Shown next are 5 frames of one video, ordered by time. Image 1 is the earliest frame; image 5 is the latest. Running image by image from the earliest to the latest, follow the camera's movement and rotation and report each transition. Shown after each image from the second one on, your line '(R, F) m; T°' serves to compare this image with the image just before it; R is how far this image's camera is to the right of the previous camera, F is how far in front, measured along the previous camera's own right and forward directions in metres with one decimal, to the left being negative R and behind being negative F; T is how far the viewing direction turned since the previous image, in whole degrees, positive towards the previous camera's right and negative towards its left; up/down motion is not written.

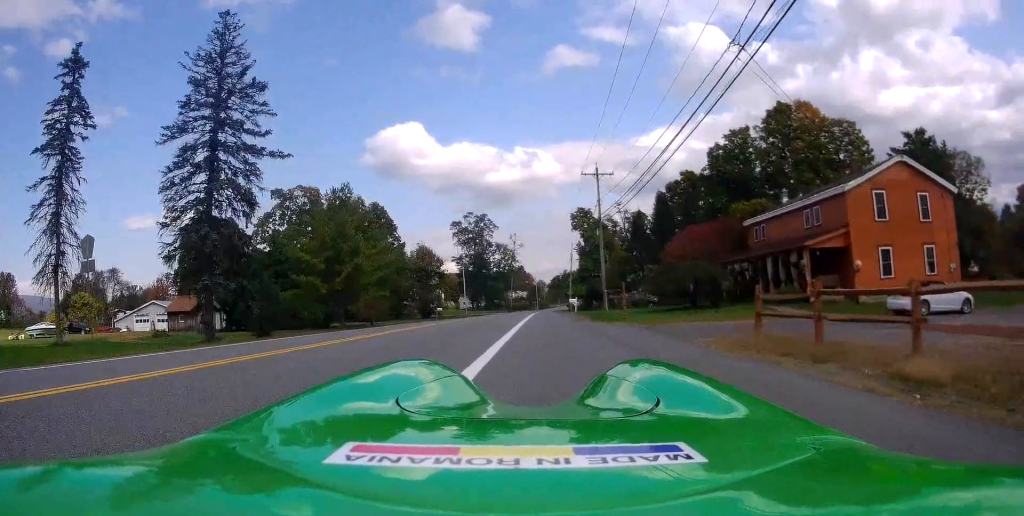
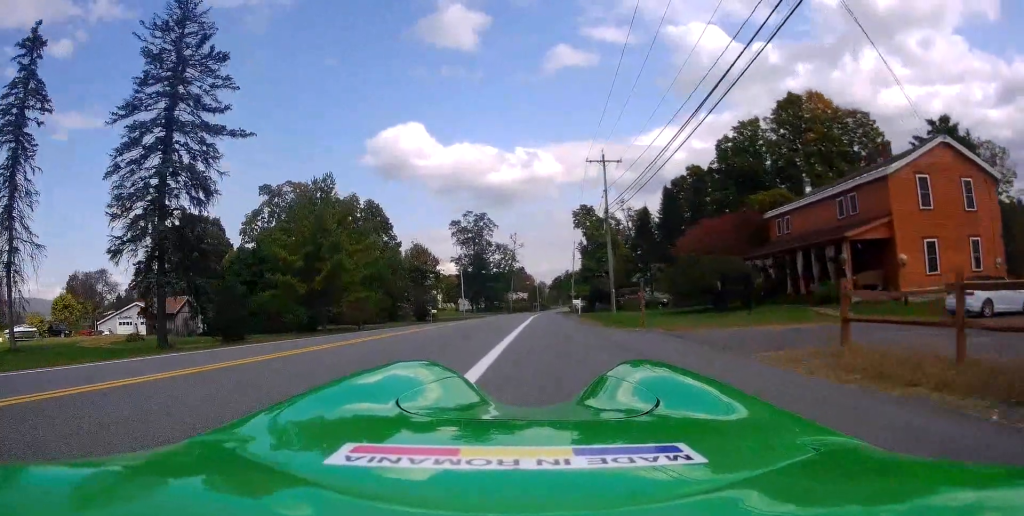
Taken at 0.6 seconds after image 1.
(+0.2, +4.1) m; +1°
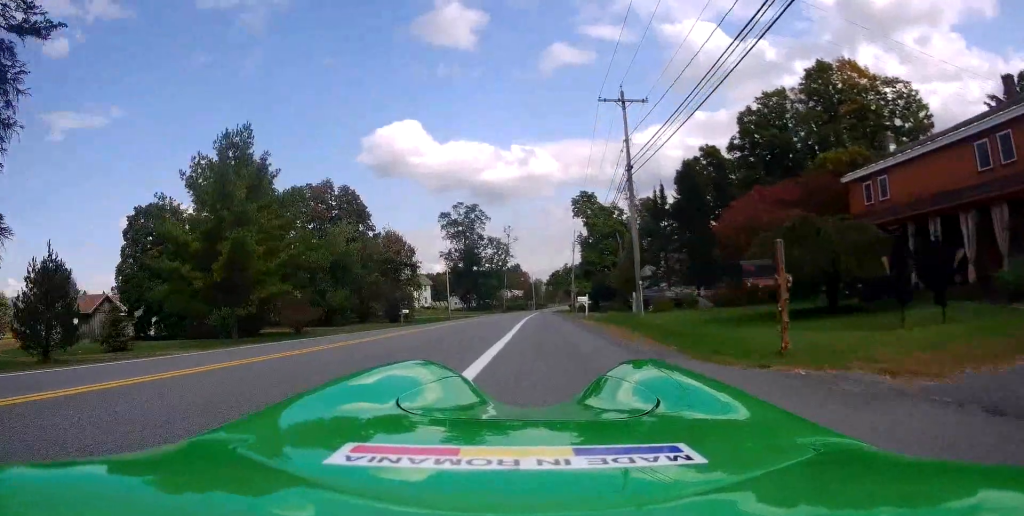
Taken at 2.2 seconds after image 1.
(0.0, +11.5) m; -1°
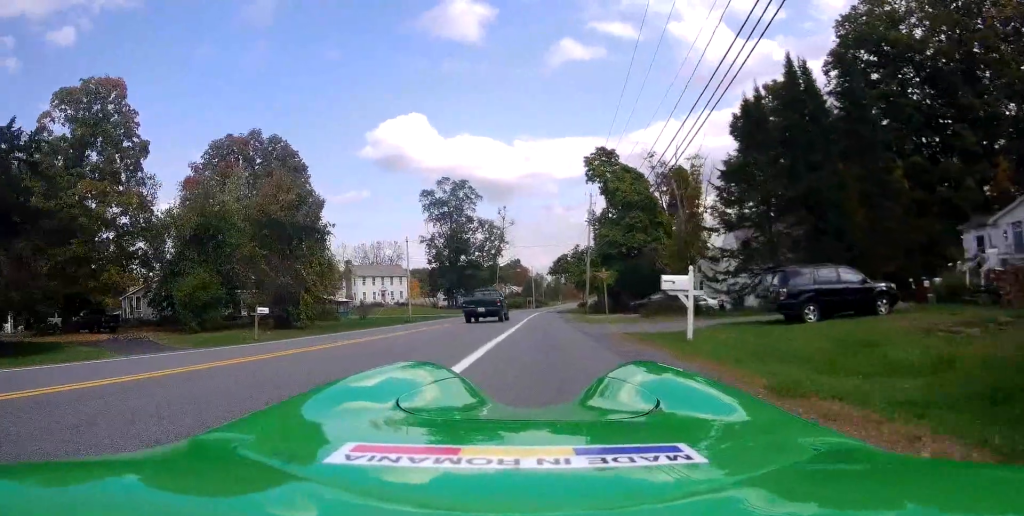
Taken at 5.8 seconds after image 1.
(+0.4, +26.4) m; +2°
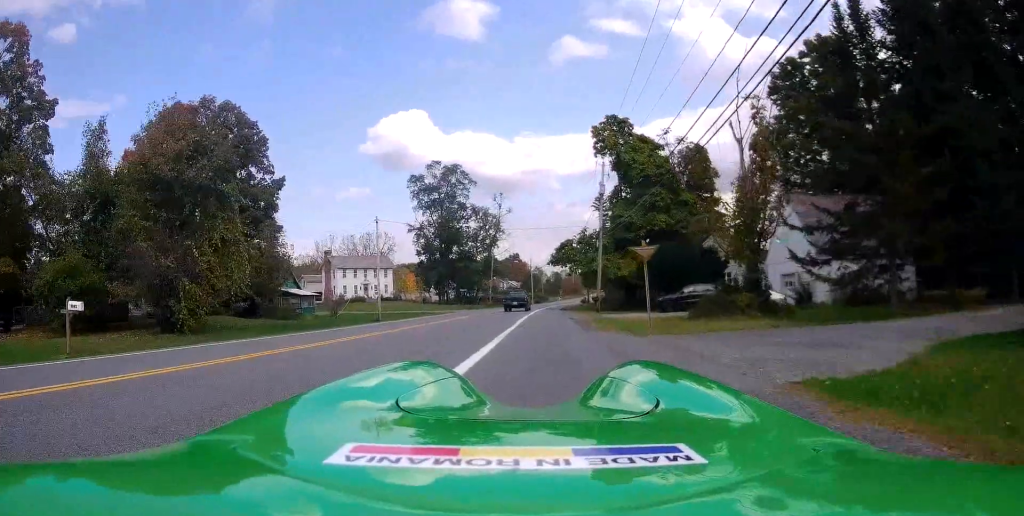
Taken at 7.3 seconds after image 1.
(-0.4, +11.5) m; 0°
